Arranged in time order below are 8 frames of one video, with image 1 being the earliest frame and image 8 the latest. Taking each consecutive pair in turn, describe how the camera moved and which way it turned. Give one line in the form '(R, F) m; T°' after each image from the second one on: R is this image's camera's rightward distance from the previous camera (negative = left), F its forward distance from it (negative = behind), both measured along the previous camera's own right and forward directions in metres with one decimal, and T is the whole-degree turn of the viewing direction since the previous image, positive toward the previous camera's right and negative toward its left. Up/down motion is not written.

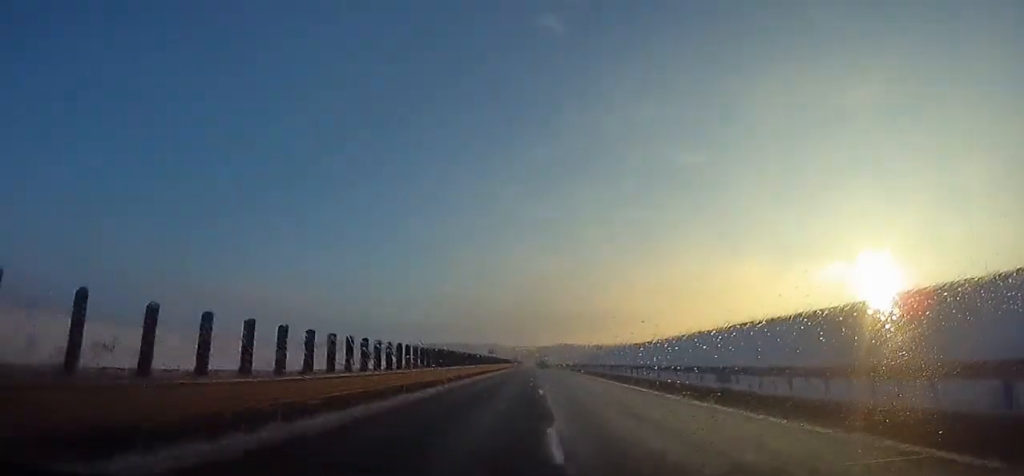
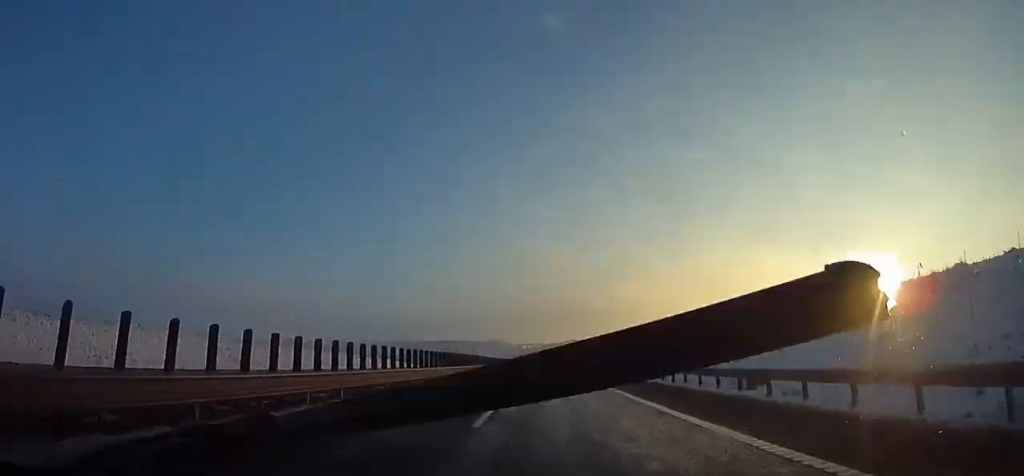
(-0.8, +56.6) m; 0°
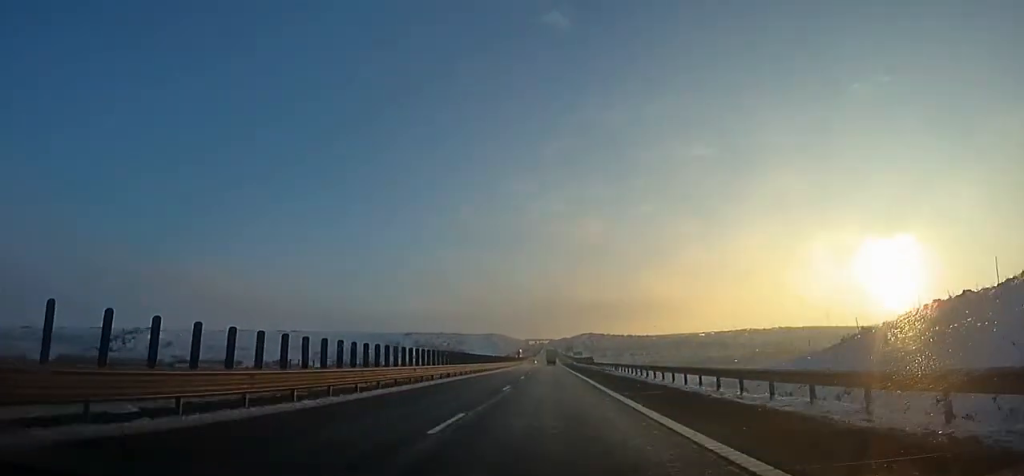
(0.0, +120.5) m; -1°
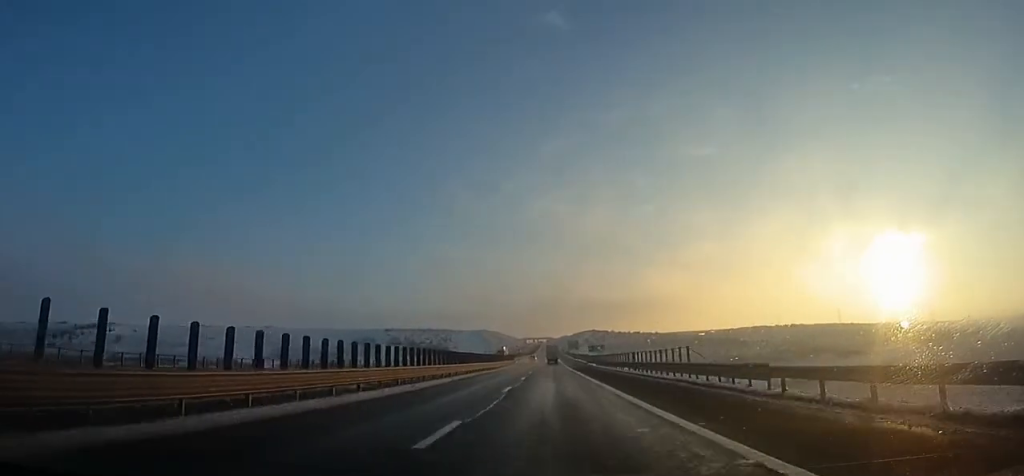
(-0.2, +49.2) m; 0°
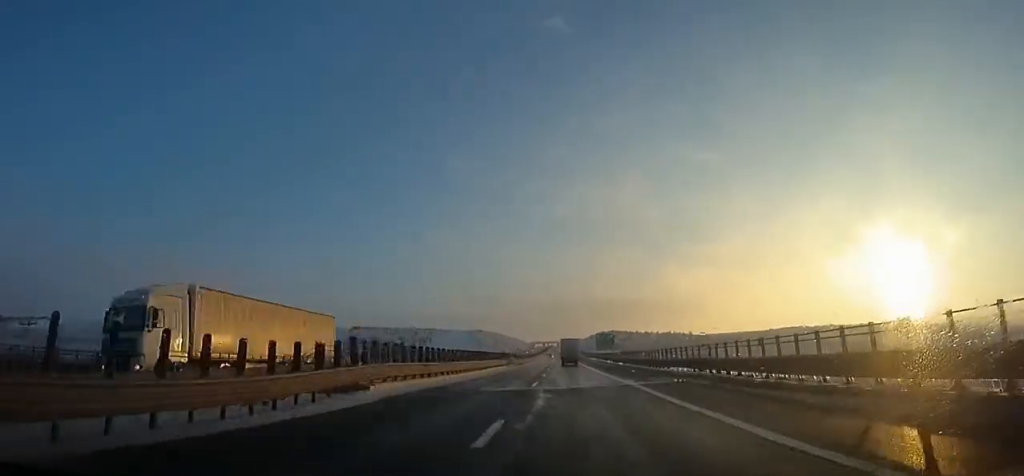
(0.0, +81.5) m; -1°
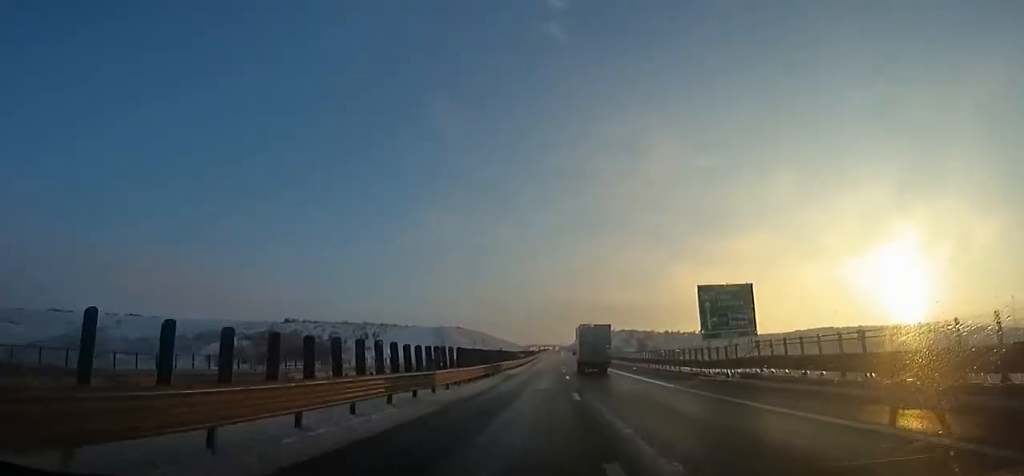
(-1.1, +76.2) m; 0°
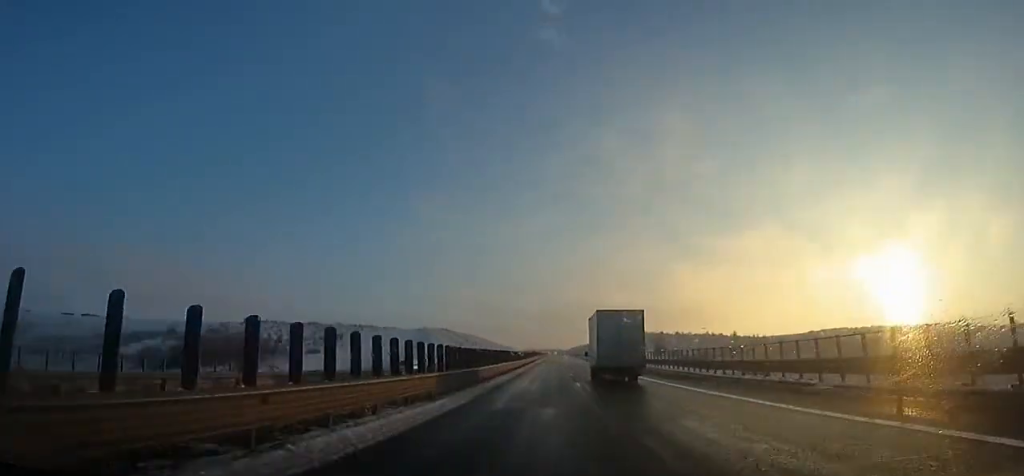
(+0.5, +31.4) m; 0°
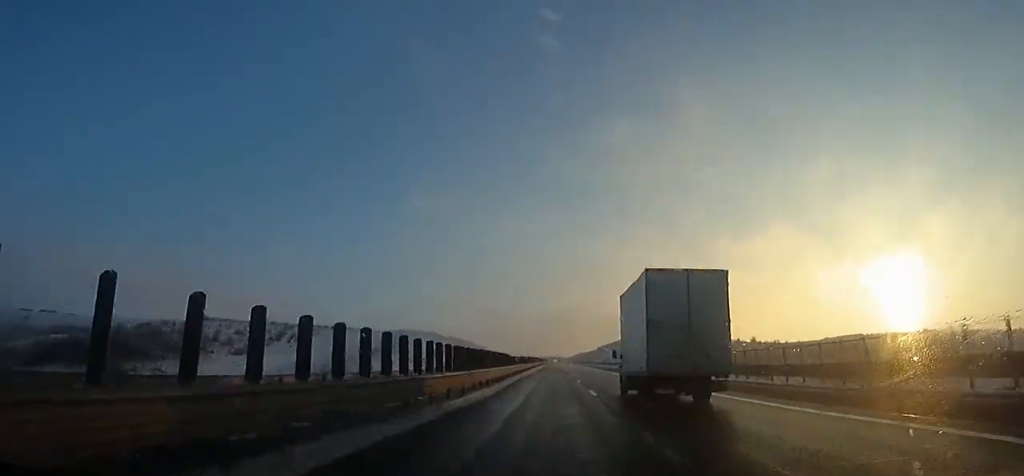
(+0.2, +28.2) m; 0°
